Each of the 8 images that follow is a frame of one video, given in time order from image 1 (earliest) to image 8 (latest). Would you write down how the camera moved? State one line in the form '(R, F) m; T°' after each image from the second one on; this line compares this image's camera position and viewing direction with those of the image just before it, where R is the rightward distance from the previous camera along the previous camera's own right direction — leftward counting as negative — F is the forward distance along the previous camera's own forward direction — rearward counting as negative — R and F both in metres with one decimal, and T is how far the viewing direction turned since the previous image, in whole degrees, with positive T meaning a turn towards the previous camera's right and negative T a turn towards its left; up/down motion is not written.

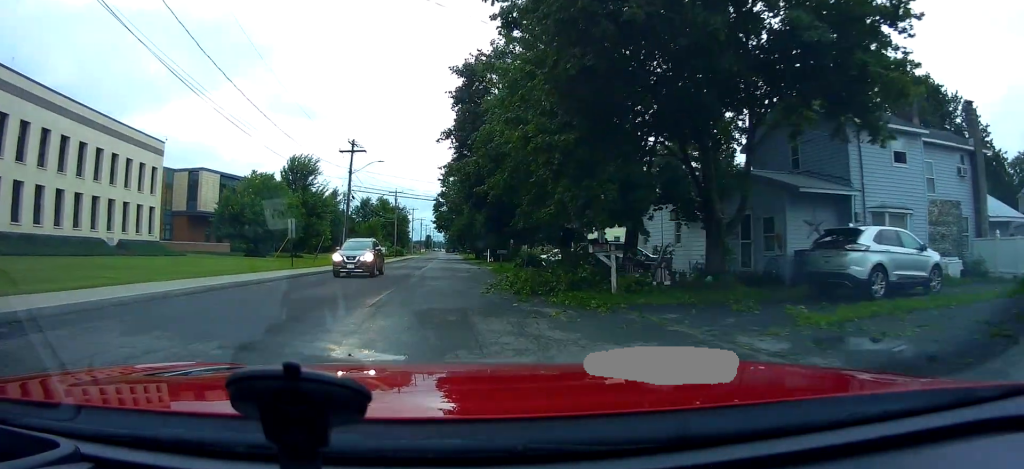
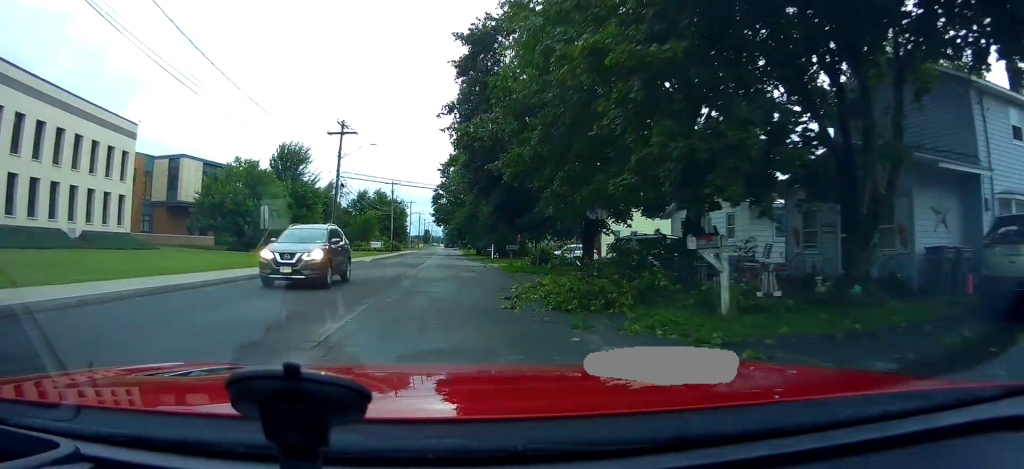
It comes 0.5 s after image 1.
(+0.1, +5.4) m; 0°
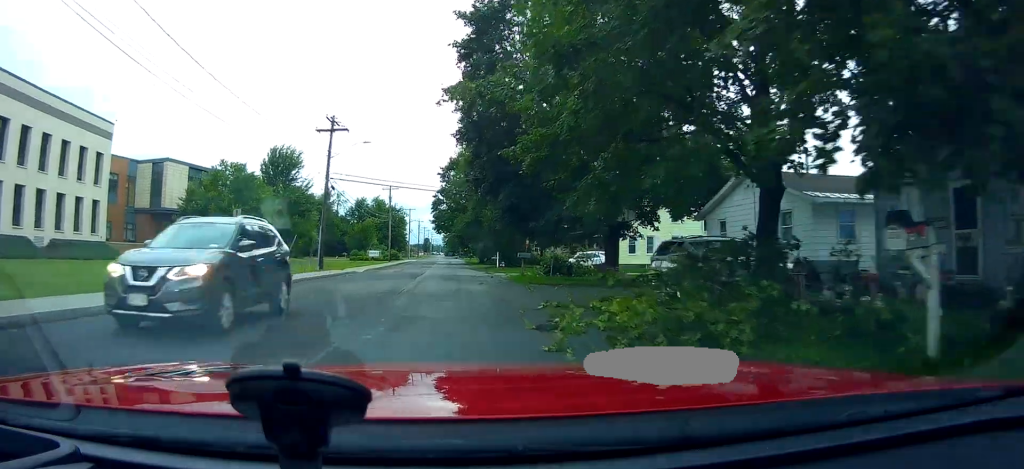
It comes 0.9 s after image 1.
(0.0, +4.1) m; 0°
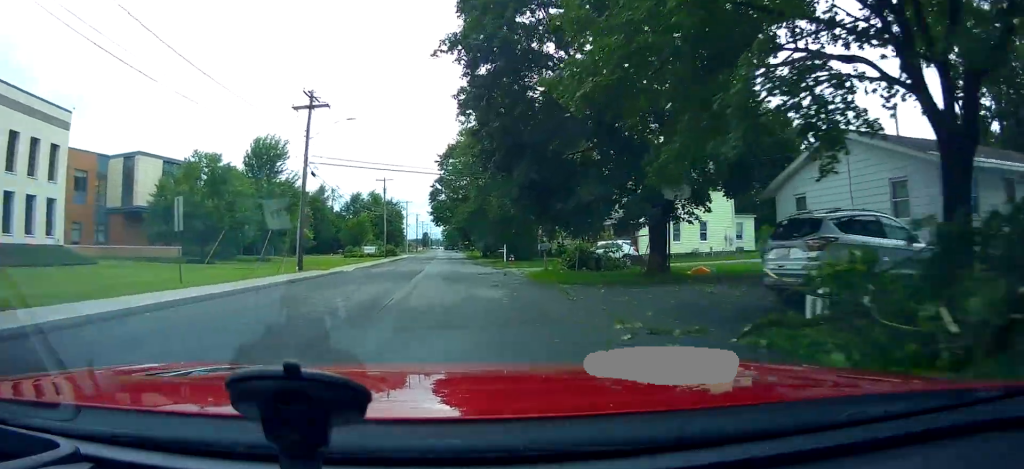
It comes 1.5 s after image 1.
(-0.1, +5.9) m; 0°
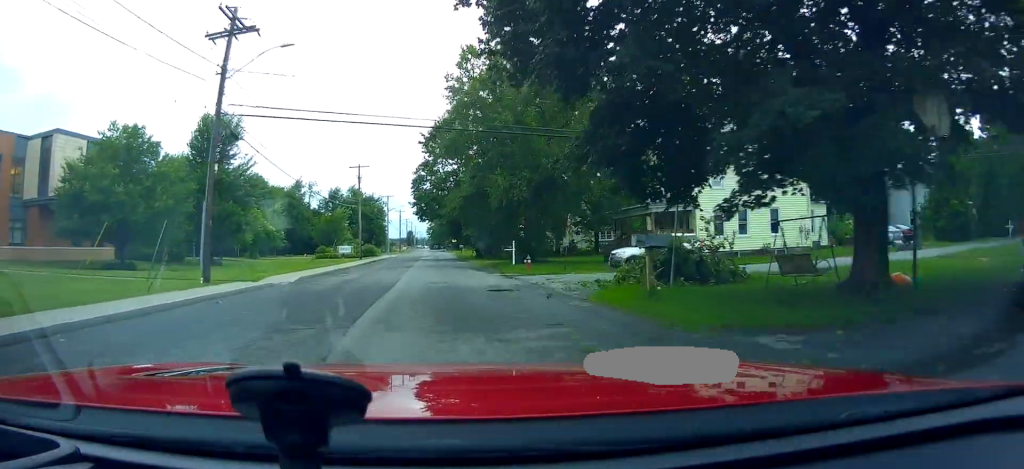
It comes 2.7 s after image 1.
(+0.1, +12.1) m; +1°
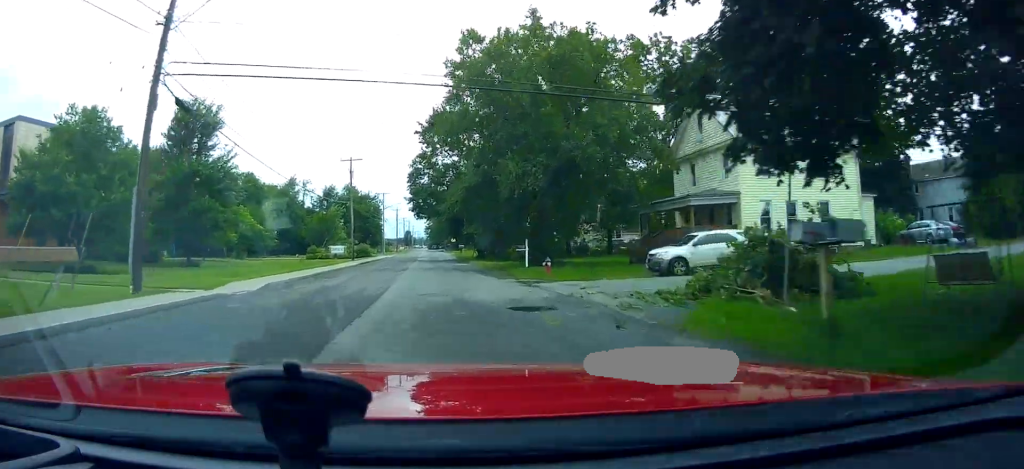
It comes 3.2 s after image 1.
(0.0, +5.2) m; +1°
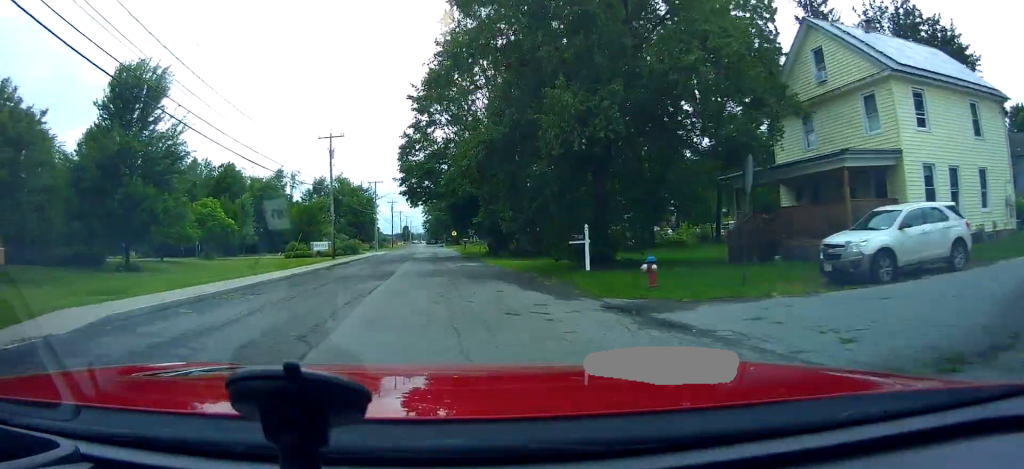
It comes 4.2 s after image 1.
(+0.3, +10.7) m; +1°
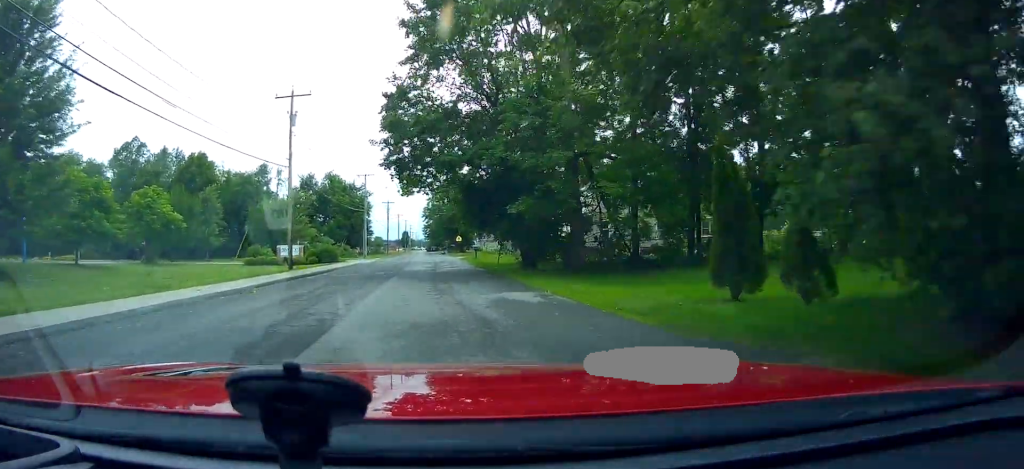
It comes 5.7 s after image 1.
(-0.4, +14.5) m; -3°
